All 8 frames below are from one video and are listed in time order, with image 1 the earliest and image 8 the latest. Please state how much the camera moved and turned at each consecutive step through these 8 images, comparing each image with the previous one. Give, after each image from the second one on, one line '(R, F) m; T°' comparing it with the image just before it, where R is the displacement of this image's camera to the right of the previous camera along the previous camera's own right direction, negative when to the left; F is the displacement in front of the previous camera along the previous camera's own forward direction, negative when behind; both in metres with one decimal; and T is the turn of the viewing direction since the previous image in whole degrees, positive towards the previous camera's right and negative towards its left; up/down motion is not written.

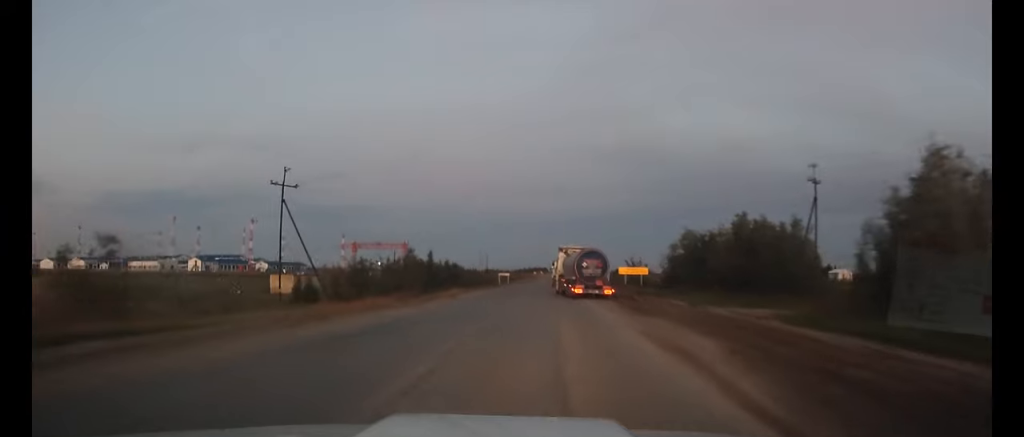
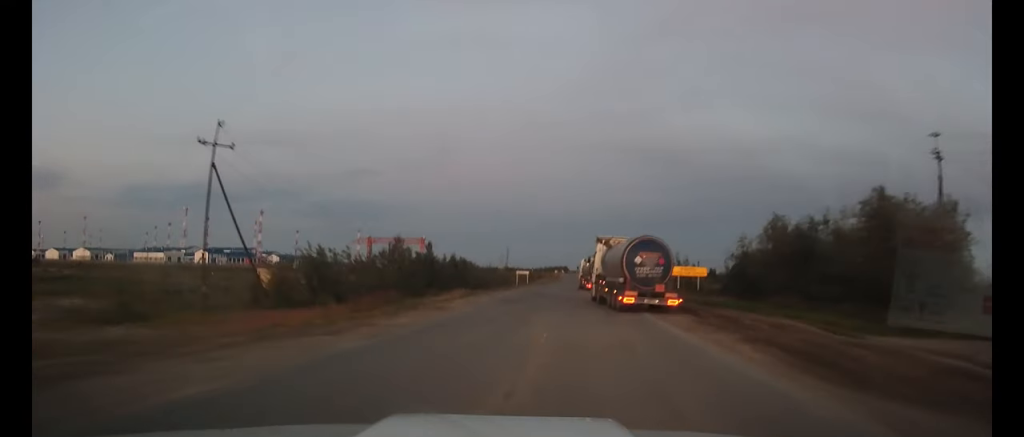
(-0.3, +15.0) m; -2°
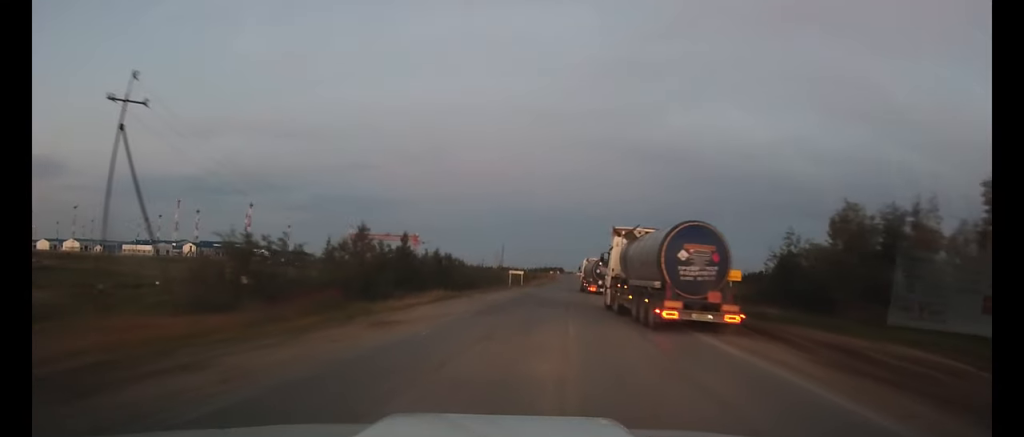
(-0.1, +9.5) m; 0°
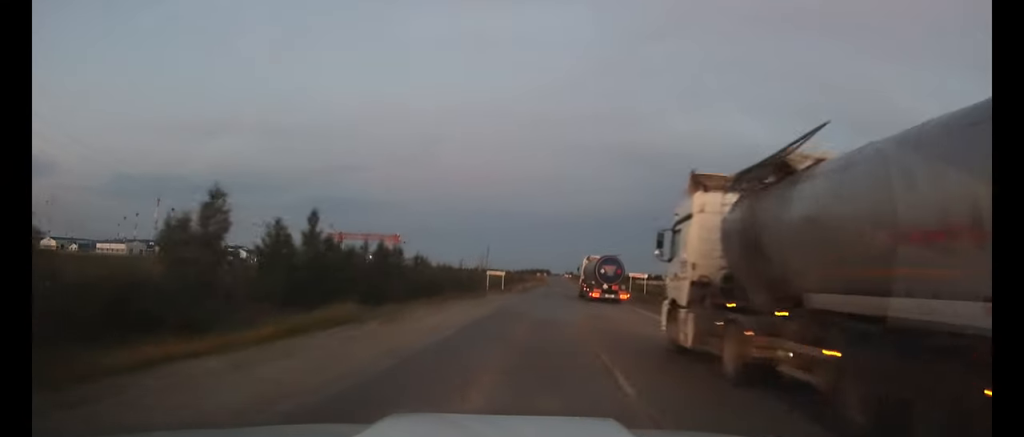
(0.0, +18.3) m; +1°
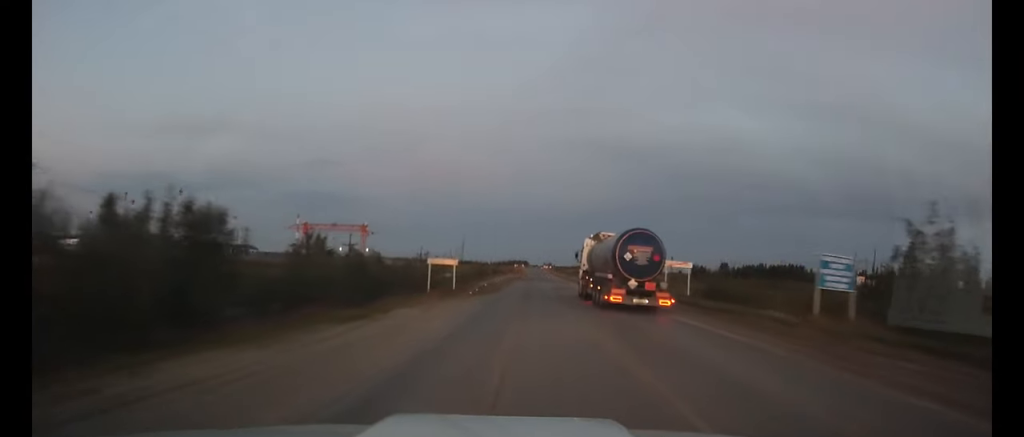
(+0.4, +25.3) m; +2°
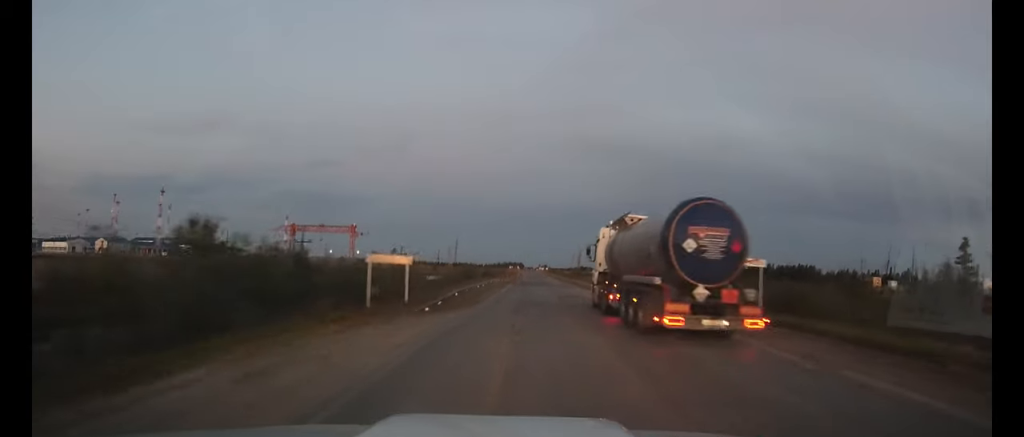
(+0.1, +13.5) m; +1°
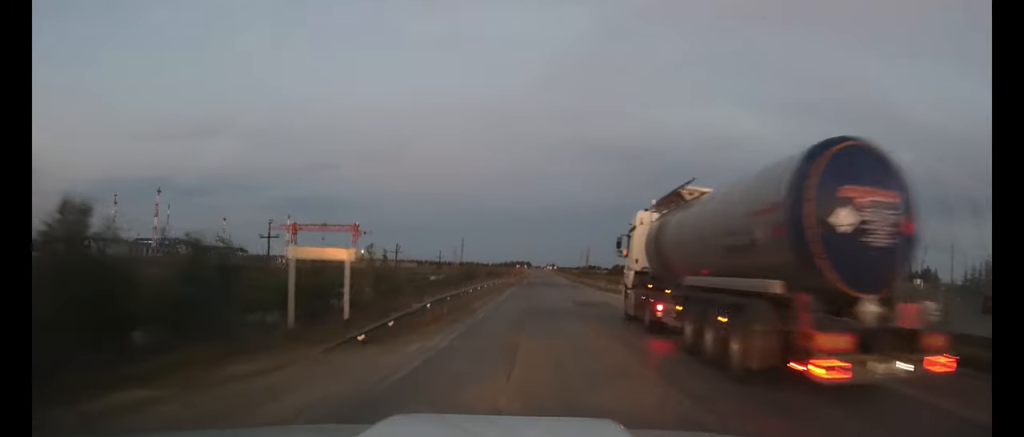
(+0.1, +9.3) m; 0°
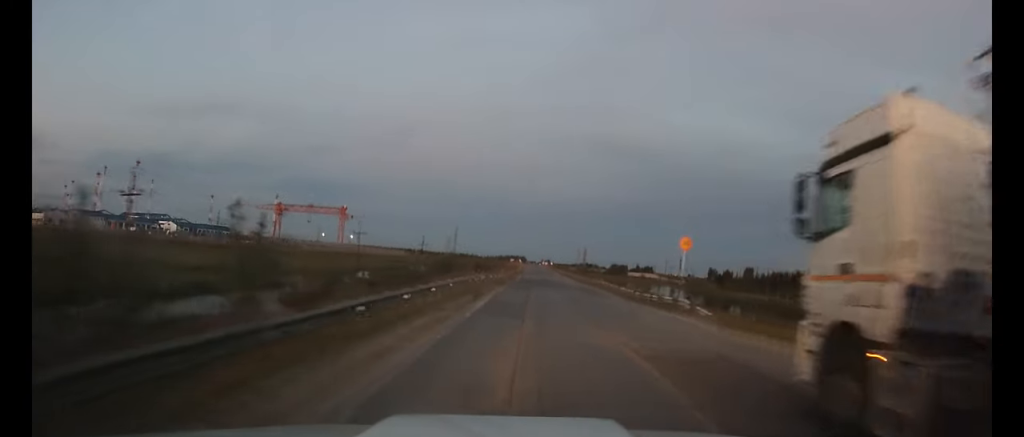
(0.0, +19.6) m; 0°
